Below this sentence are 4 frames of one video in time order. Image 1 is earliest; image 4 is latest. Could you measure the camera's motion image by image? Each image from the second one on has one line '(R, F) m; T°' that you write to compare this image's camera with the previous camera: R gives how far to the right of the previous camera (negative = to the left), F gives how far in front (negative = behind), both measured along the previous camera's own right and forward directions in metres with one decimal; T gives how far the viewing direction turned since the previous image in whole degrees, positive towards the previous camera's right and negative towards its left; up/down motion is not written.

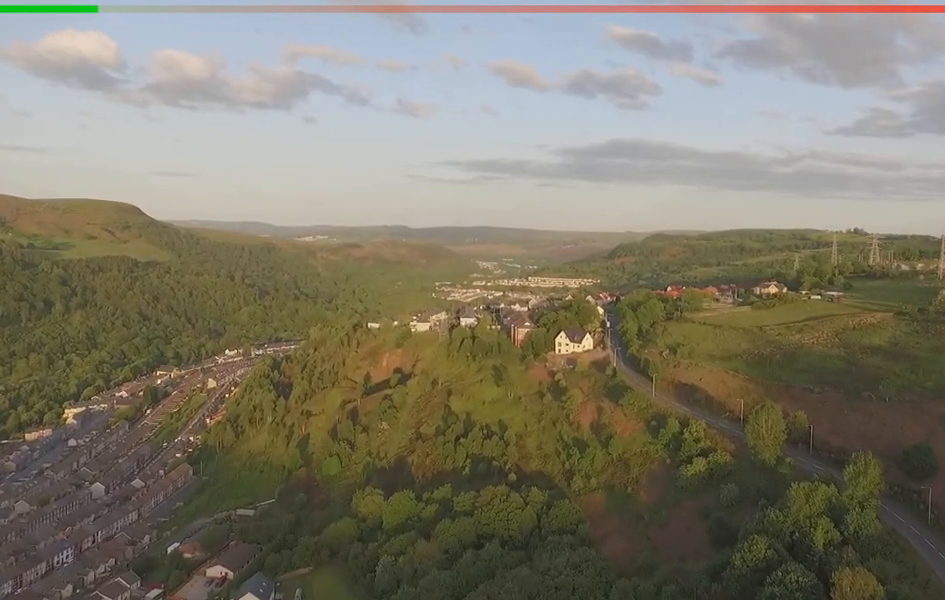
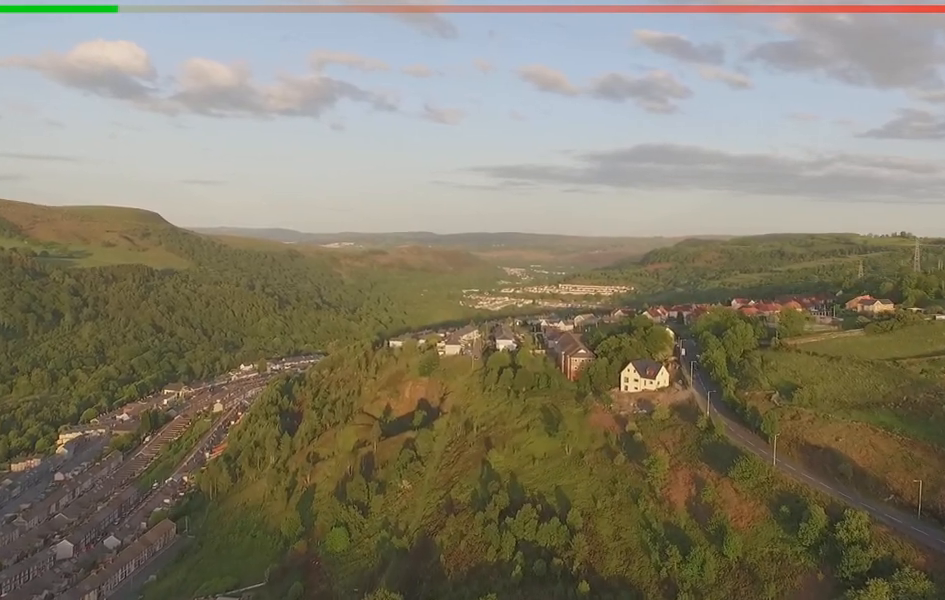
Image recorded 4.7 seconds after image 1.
(+1.7, +74.6) m; -2°
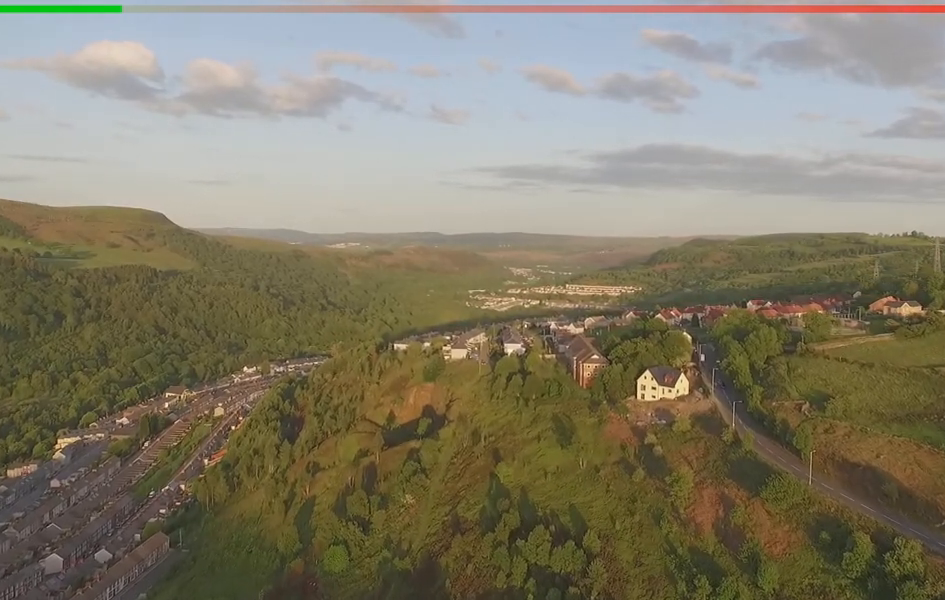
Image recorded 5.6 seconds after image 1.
(-0.1, +16.7) m; 0°
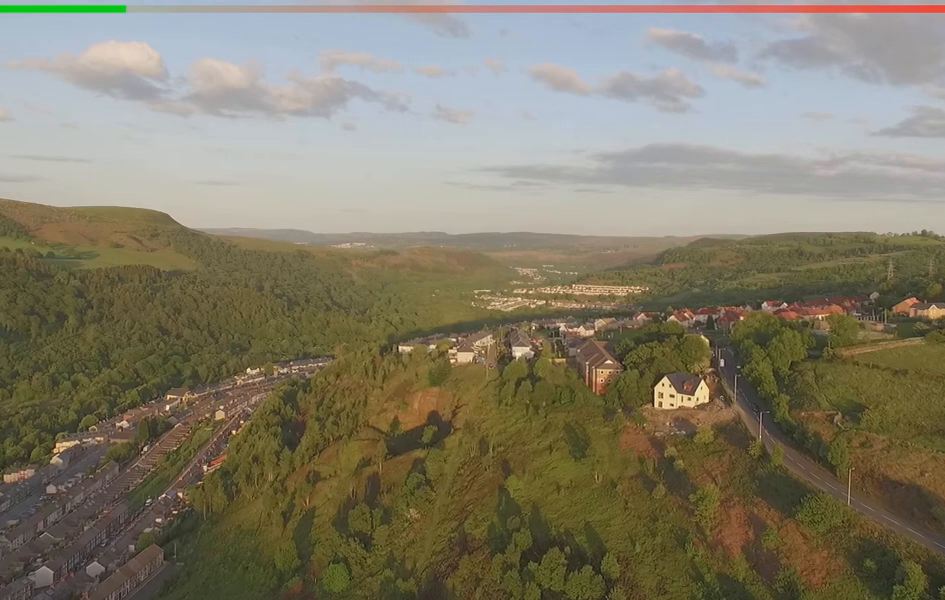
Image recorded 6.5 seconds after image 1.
(0.0, +13.5) m; 0°
